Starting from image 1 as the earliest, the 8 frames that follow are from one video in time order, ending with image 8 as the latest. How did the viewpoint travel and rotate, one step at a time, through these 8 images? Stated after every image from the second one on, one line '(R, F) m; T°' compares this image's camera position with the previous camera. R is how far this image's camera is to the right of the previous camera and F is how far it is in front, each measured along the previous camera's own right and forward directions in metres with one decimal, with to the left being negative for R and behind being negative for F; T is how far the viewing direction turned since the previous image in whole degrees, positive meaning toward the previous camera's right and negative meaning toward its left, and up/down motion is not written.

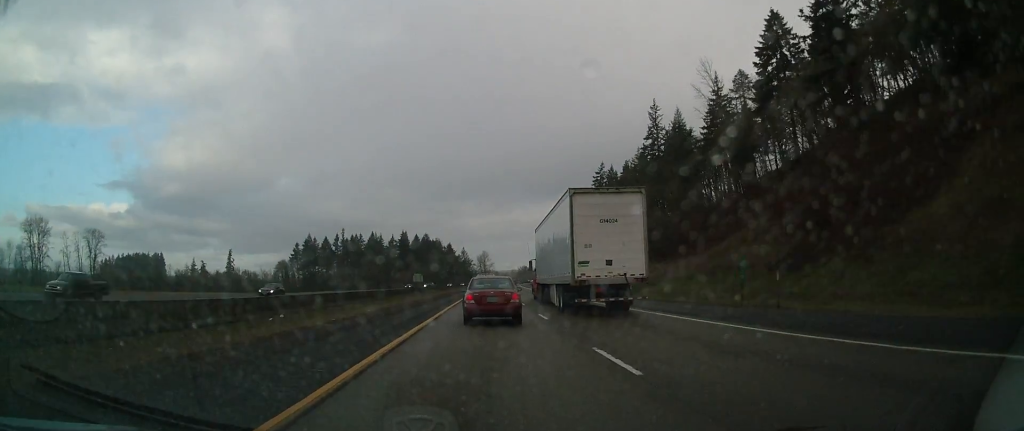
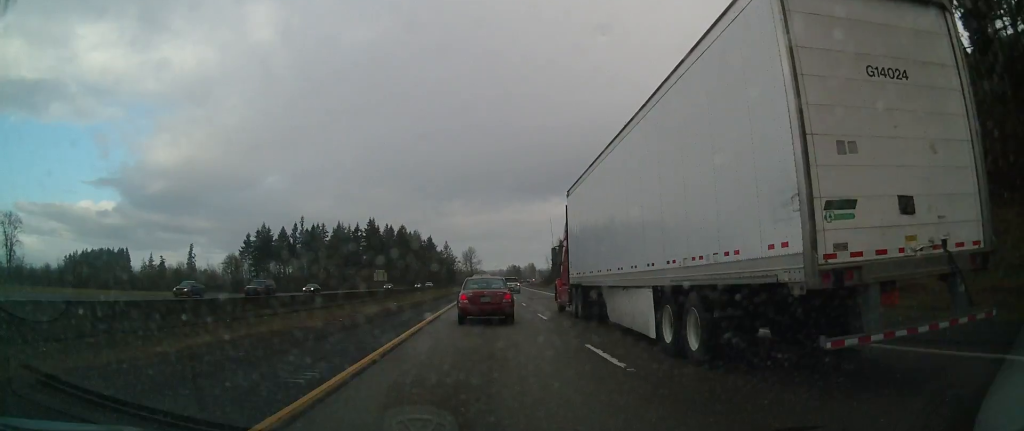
(+1.1, +72.1) m; +1°
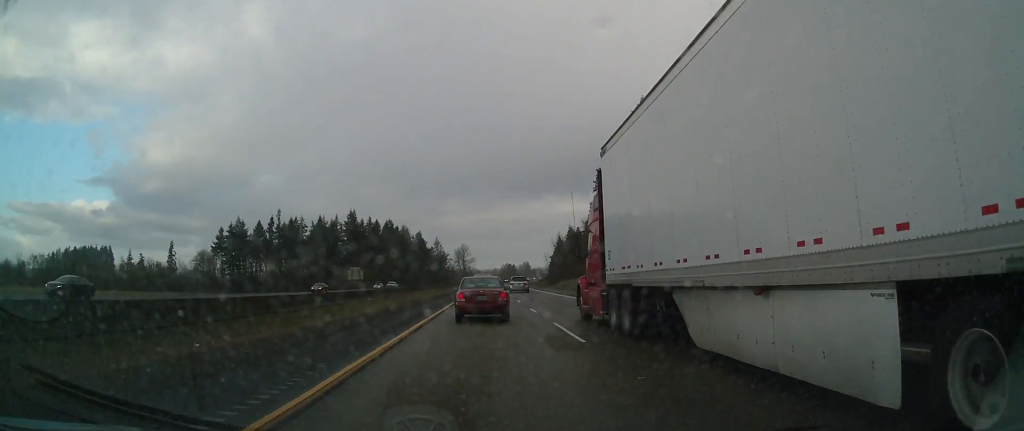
(+0.2, +32.1) m; 0°
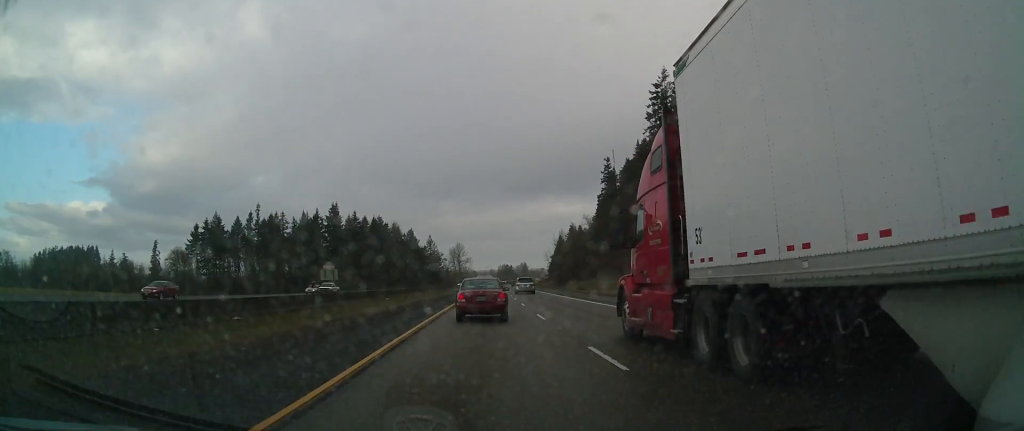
(-0.4, +27.6) m; +1°
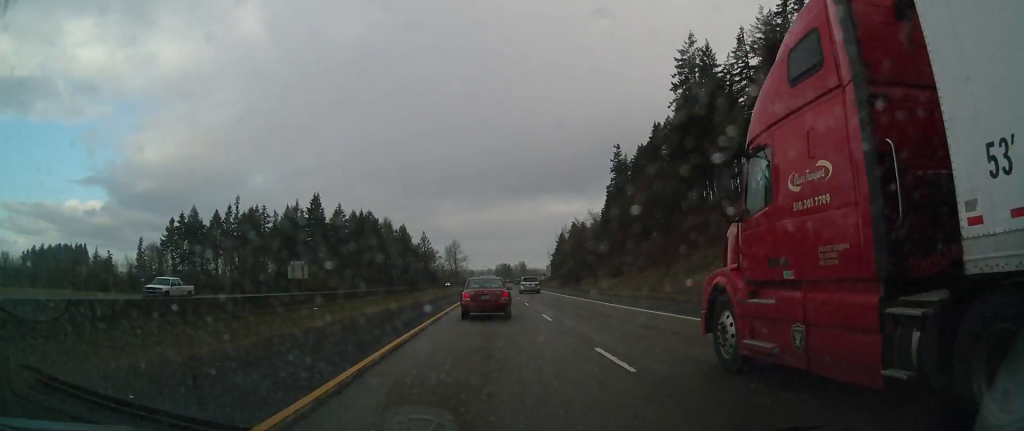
(+0.6, +24.2) m; +1°
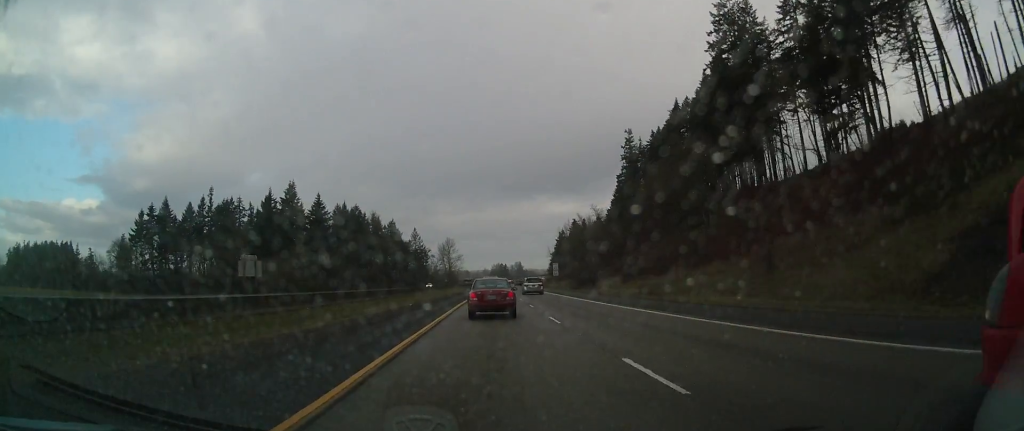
(+0.1, +25.3) m; +1°
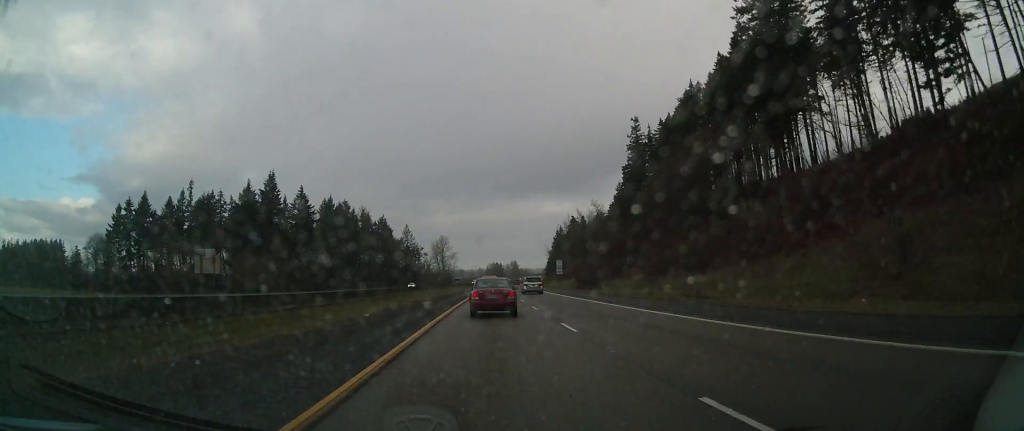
(-0.1, +15.4) m; 0°
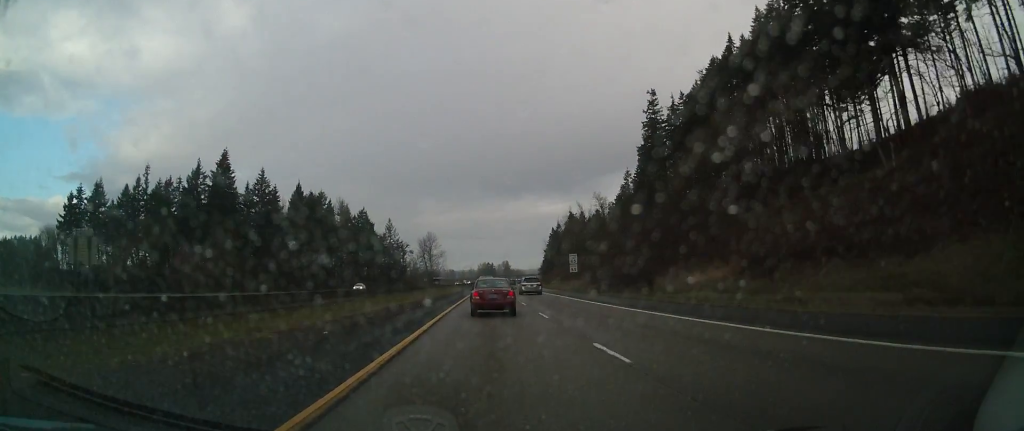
(+0.2, +29.8) m; 0°
